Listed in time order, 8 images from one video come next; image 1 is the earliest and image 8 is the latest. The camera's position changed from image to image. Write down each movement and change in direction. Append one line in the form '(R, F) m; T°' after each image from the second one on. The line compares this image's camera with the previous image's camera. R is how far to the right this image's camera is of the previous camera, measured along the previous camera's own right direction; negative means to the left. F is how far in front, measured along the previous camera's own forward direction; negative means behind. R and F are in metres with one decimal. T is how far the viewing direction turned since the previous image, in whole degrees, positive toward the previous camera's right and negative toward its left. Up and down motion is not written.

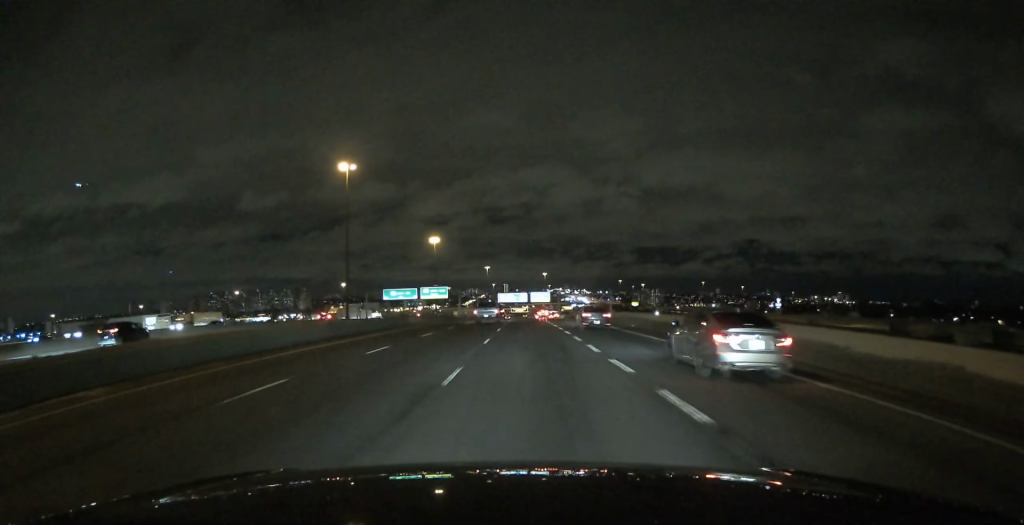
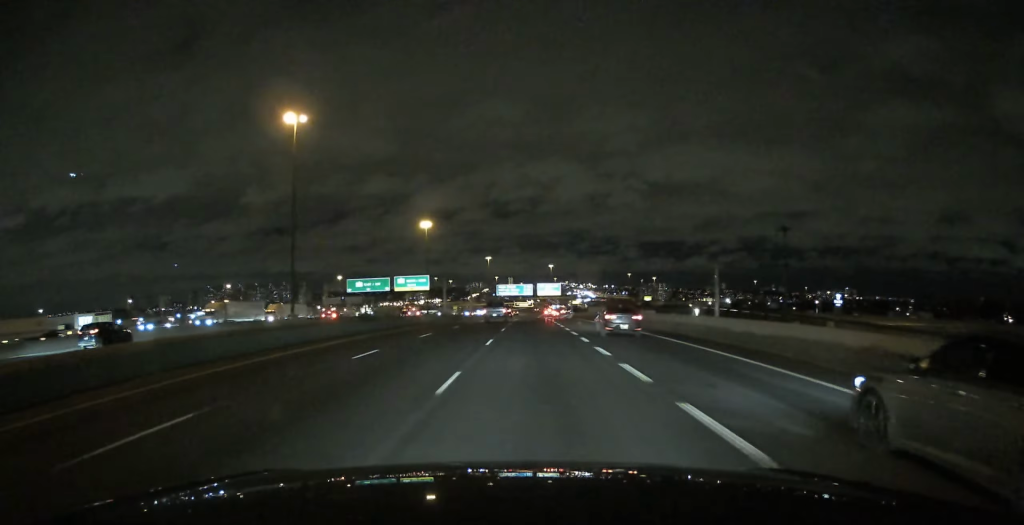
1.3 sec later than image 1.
(0.0, +39.9) m; 0°
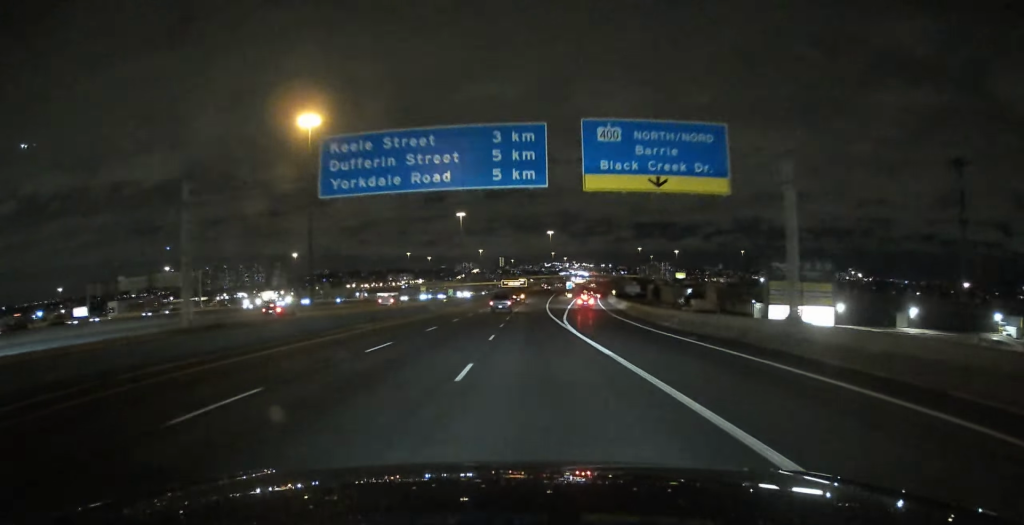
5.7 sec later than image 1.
(+0.3, +133.5) m; +1°
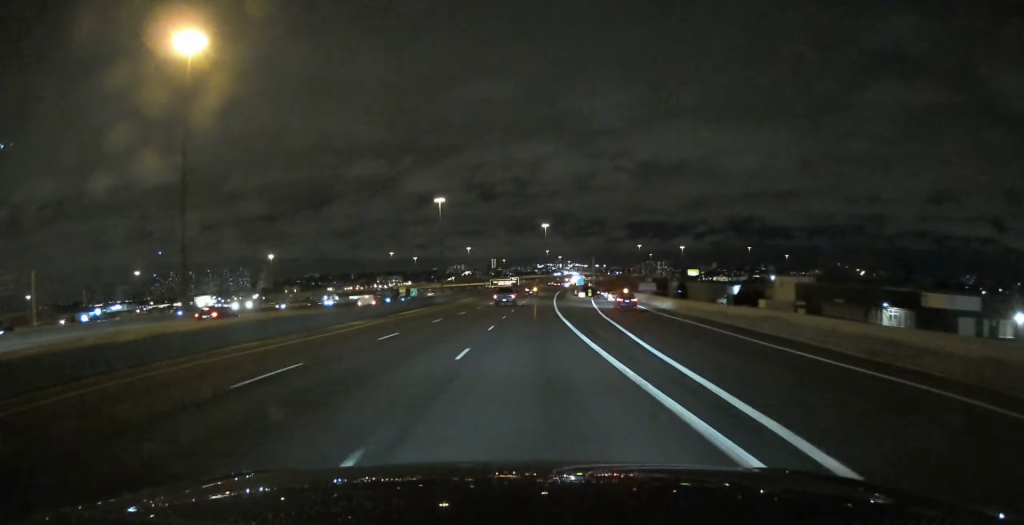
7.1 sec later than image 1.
(+0.2, +45.1) m; +1°
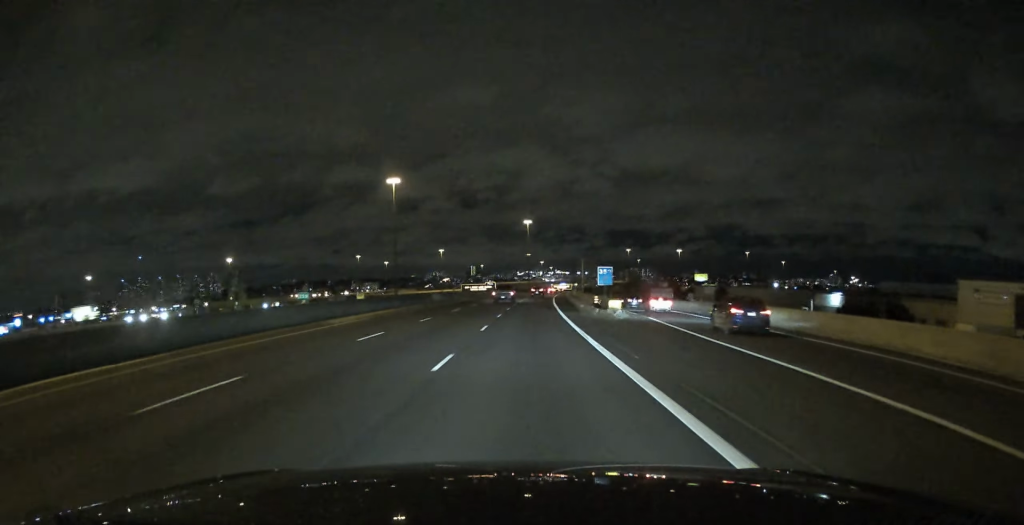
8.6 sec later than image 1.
(-0.2, +50.6) m; +1°
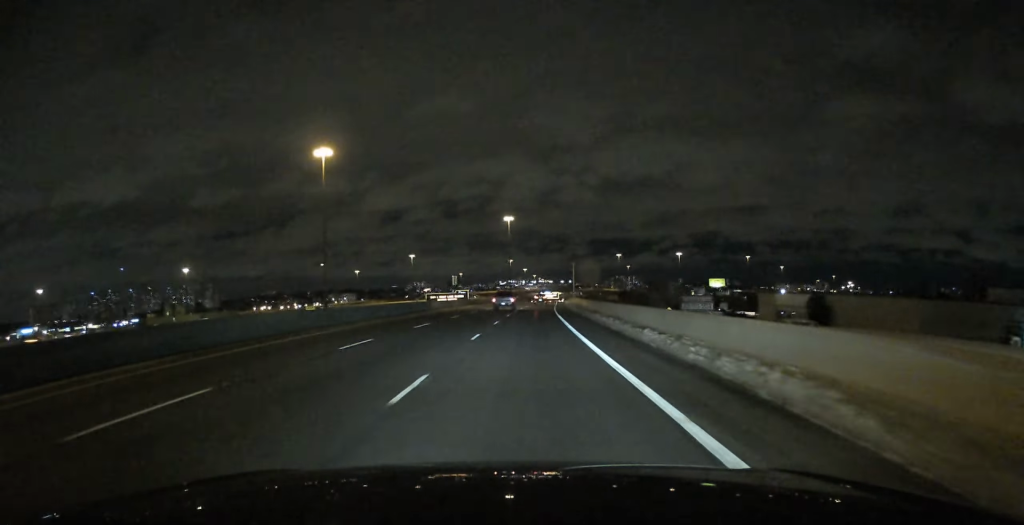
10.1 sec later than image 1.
(+0.8, +49.5) m; +1°
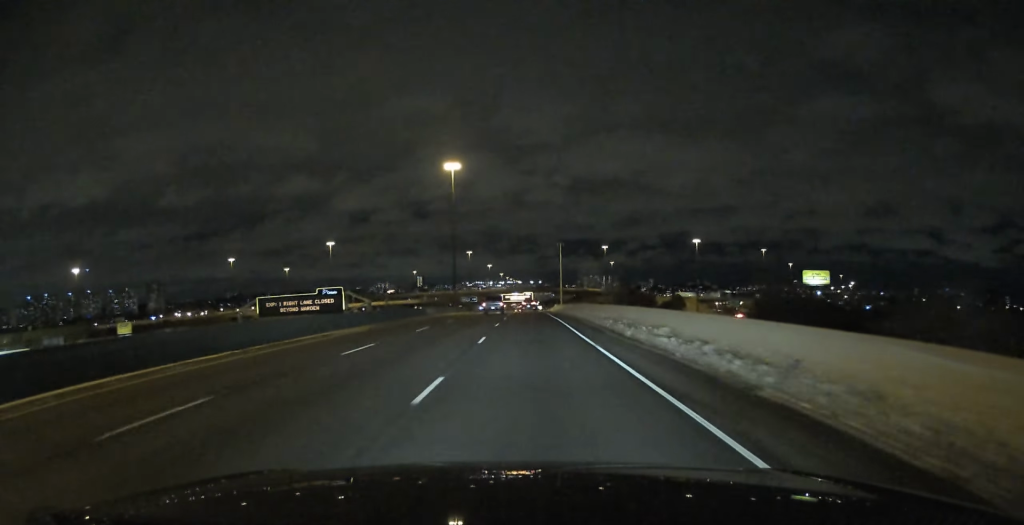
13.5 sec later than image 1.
(+3.1, +112.7) m; +2°
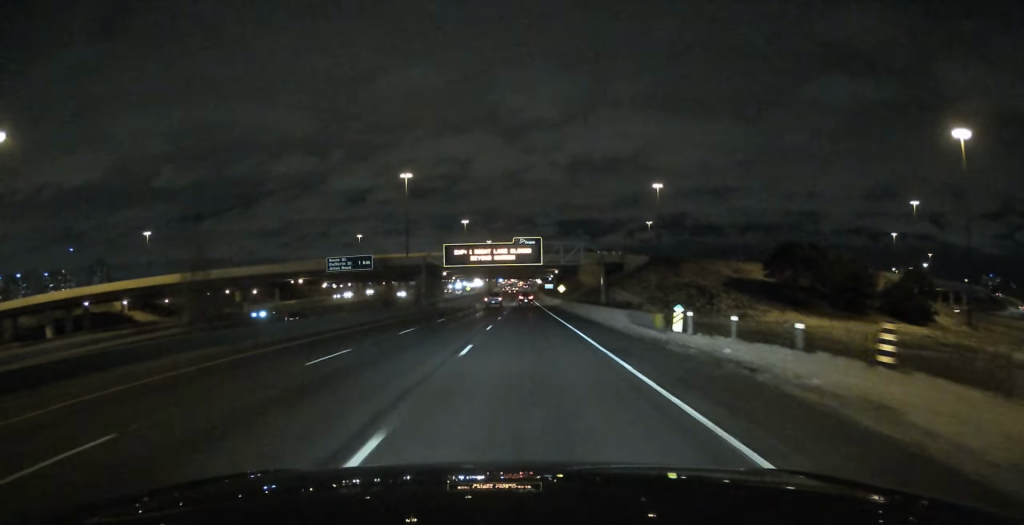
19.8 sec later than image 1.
(+3.1, +205.4) m; +1°
